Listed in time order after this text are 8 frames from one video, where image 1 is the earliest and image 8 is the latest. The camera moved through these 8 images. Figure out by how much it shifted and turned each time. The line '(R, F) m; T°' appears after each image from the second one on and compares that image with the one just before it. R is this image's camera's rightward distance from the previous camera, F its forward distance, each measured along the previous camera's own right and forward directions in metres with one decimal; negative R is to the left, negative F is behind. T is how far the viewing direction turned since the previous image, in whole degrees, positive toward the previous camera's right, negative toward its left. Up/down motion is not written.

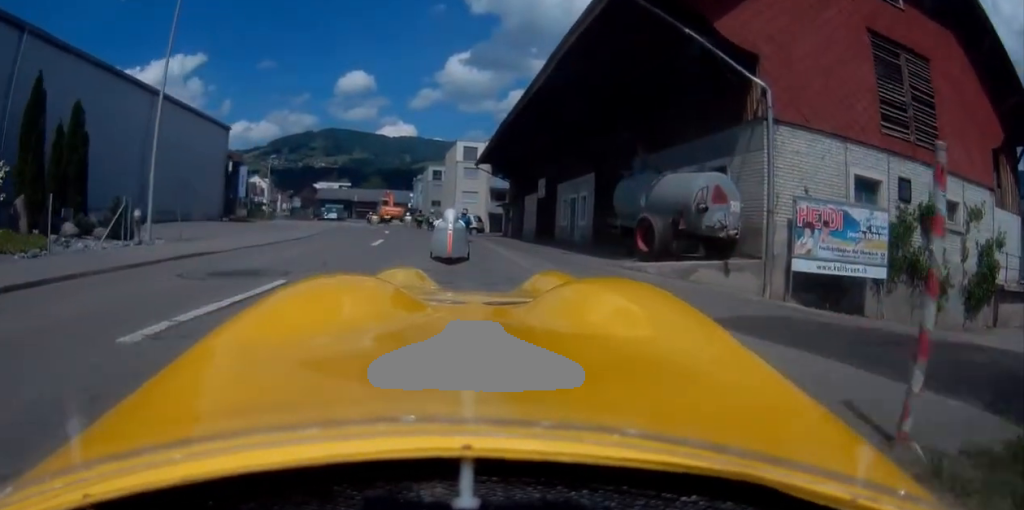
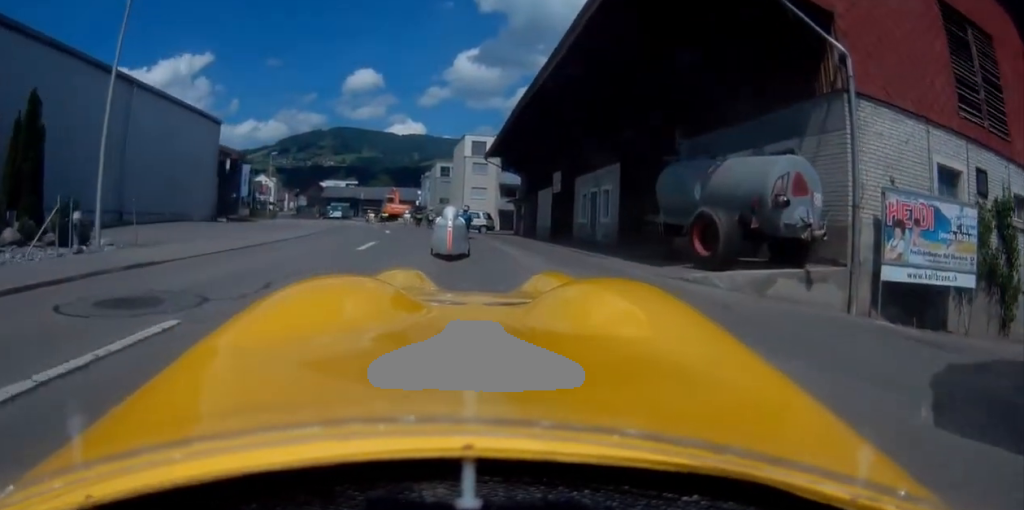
(-0.1, +2.7) m; -1°
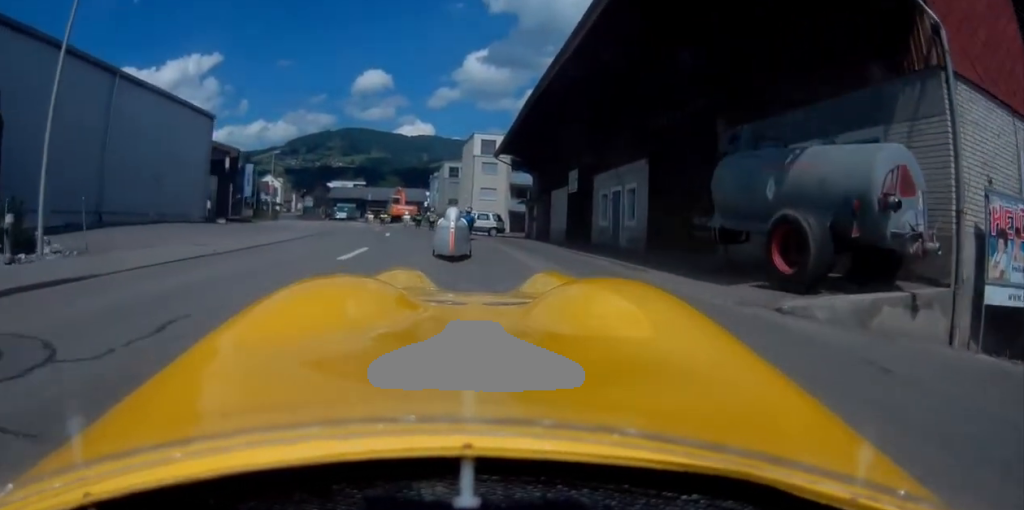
(+0.1, +2.3) m; +1°
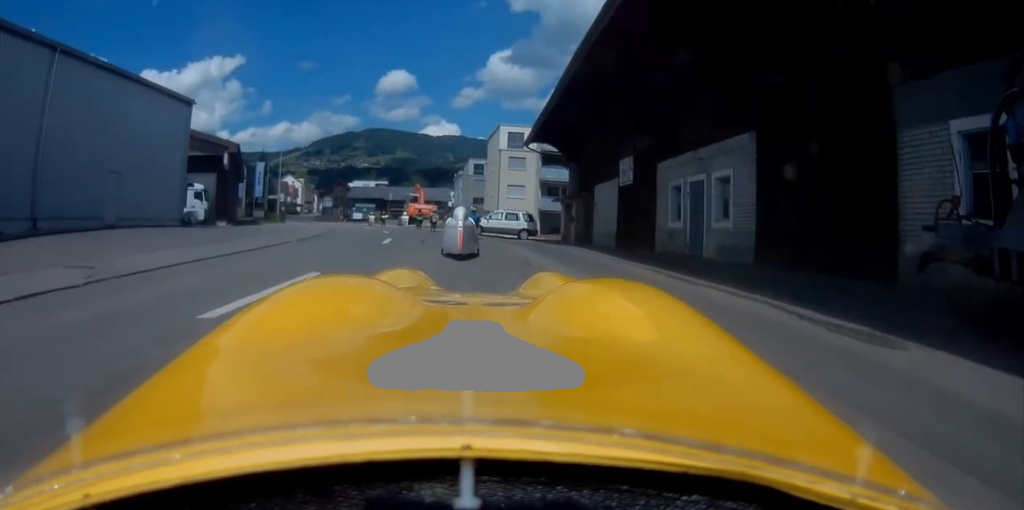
(+0.1, +5.8) m; 0°
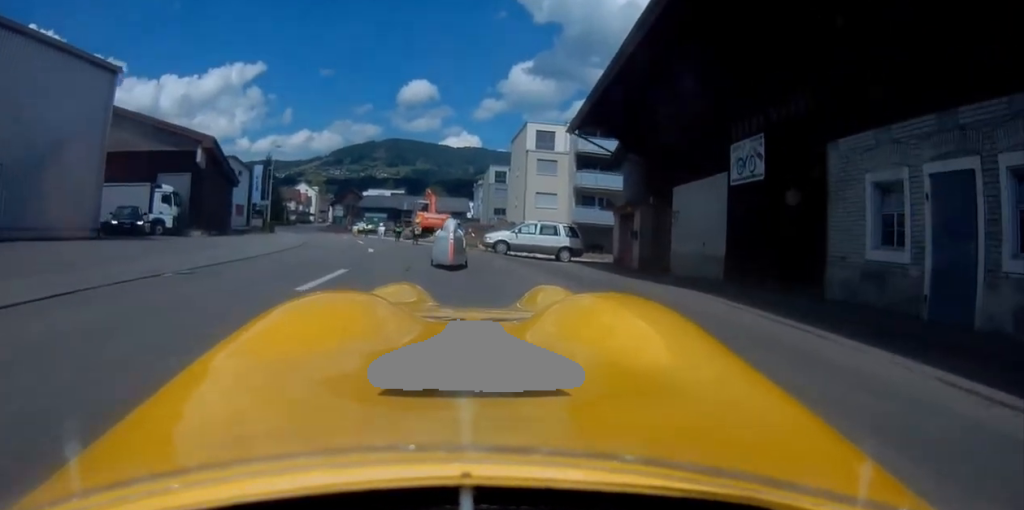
(-0.4, +9.0) m; -6°
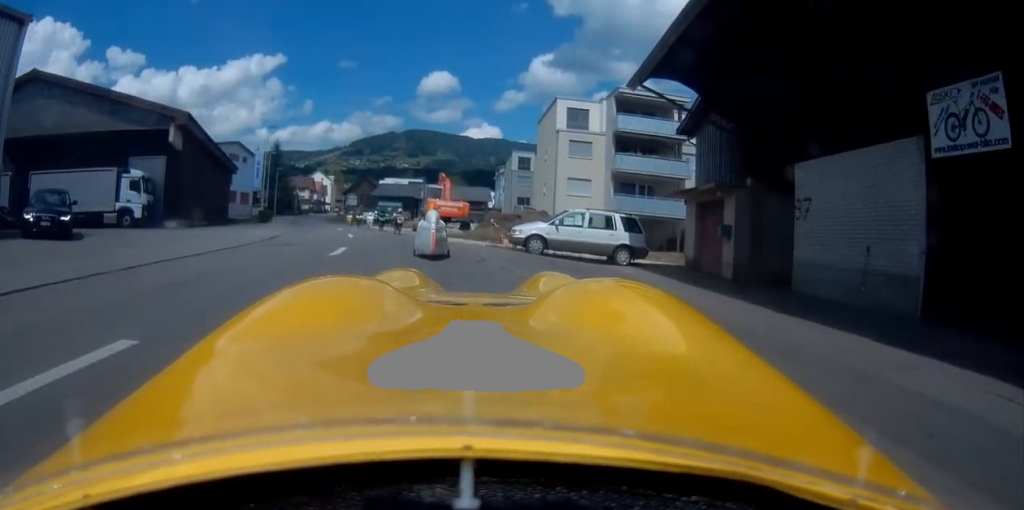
(-0.2, +6.9) m; -4°
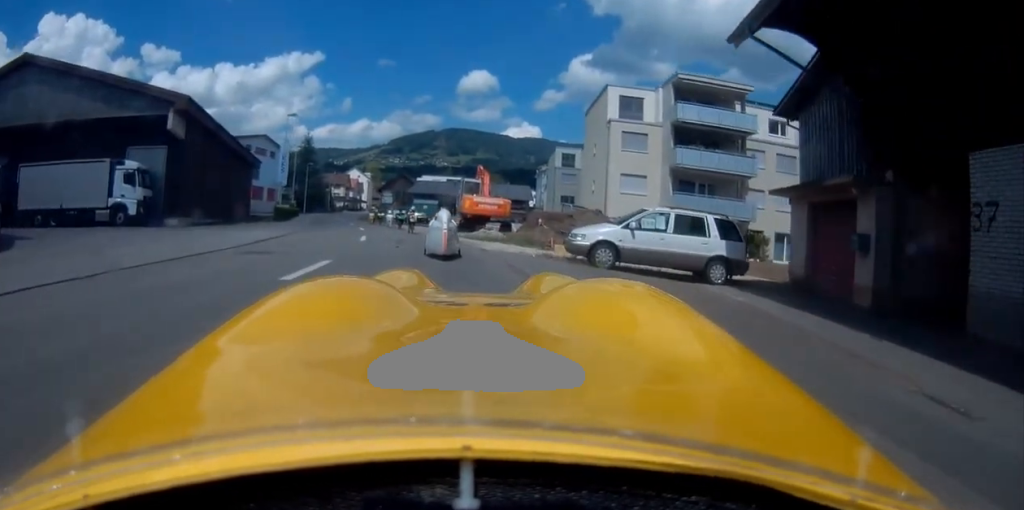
(-0.2, +4.5) m; -3°
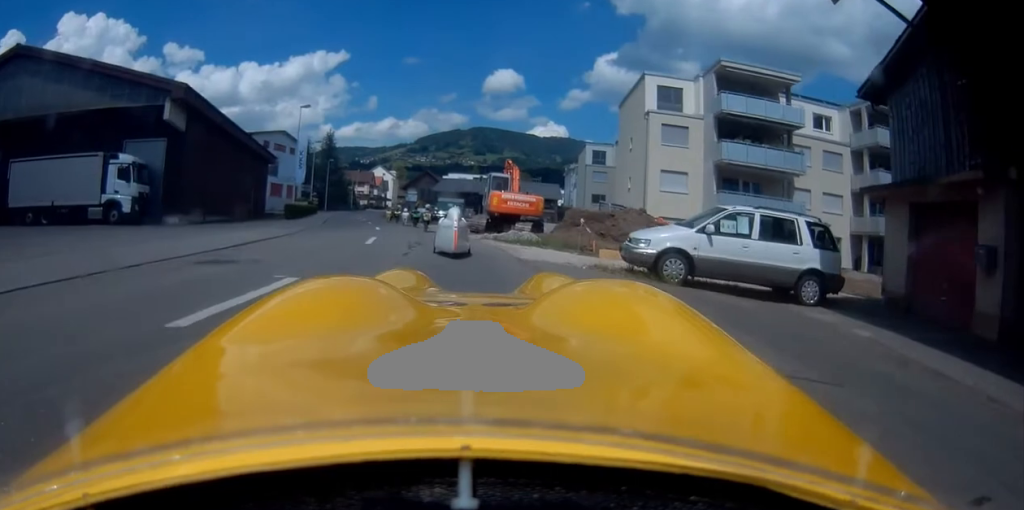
(-0.1, +2.8) m; -2°
